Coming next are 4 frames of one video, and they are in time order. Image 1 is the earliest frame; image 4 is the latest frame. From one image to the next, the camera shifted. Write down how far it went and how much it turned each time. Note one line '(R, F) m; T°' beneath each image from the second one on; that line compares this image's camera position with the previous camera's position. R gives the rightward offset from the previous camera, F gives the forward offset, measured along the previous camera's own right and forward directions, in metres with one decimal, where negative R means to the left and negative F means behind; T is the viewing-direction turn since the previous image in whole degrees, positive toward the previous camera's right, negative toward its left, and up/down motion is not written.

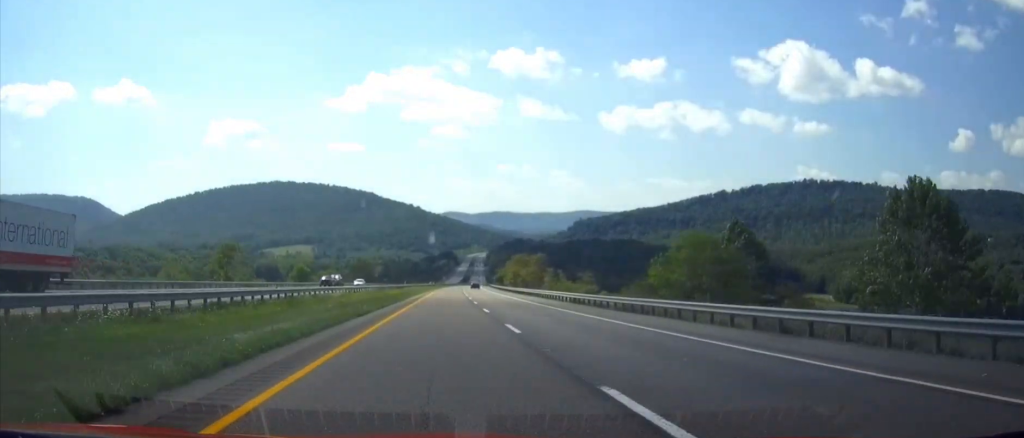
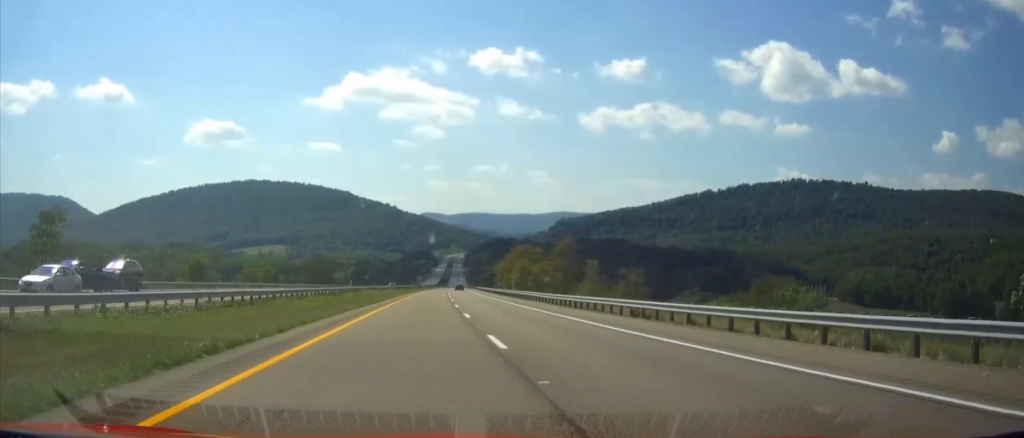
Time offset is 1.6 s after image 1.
(+0.6, +53.7) m; +1°
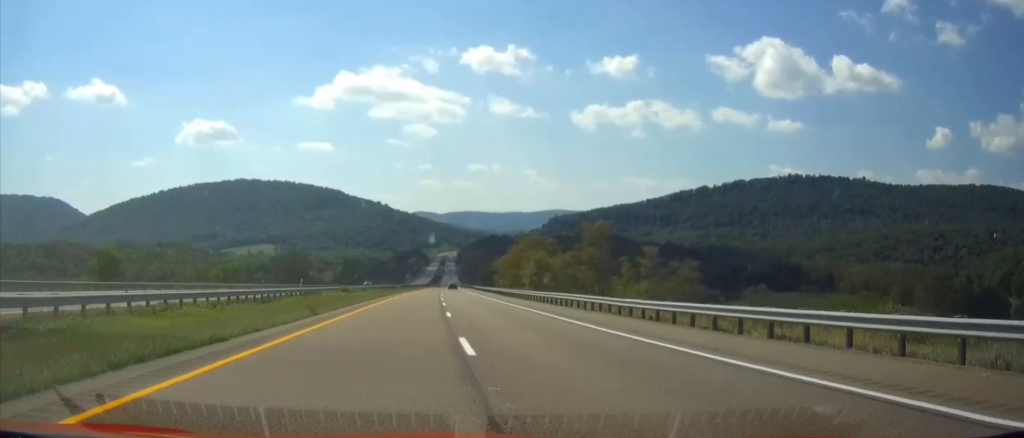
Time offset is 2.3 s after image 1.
(+0.1, +25.0) m; 0°
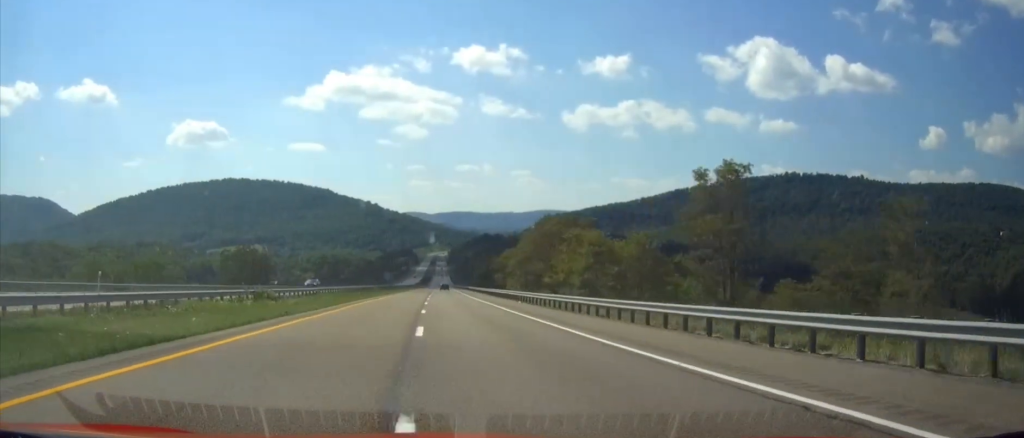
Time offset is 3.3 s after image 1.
(+0.2, +34.0) m; +1°
